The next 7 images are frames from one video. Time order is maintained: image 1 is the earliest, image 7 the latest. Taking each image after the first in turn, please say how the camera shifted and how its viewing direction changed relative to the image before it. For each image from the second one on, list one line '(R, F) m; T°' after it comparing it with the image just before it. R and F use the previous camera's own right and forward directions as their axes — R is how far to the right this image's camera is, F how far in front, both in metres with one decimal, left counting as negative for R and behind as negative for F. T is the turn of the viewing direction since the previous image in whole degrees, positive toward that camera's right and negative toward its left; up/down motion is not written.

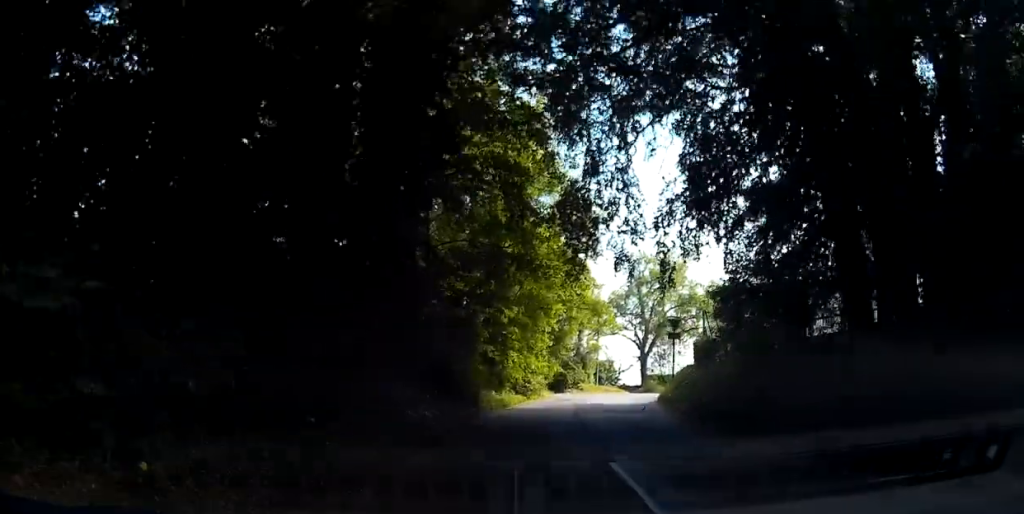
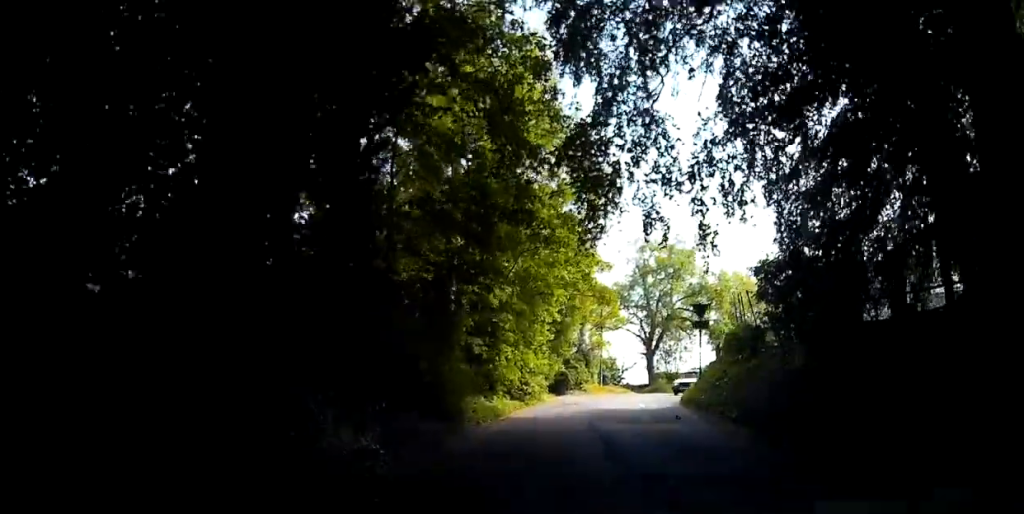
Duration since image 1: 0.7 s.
(-0.3, +5.5) m; -3°
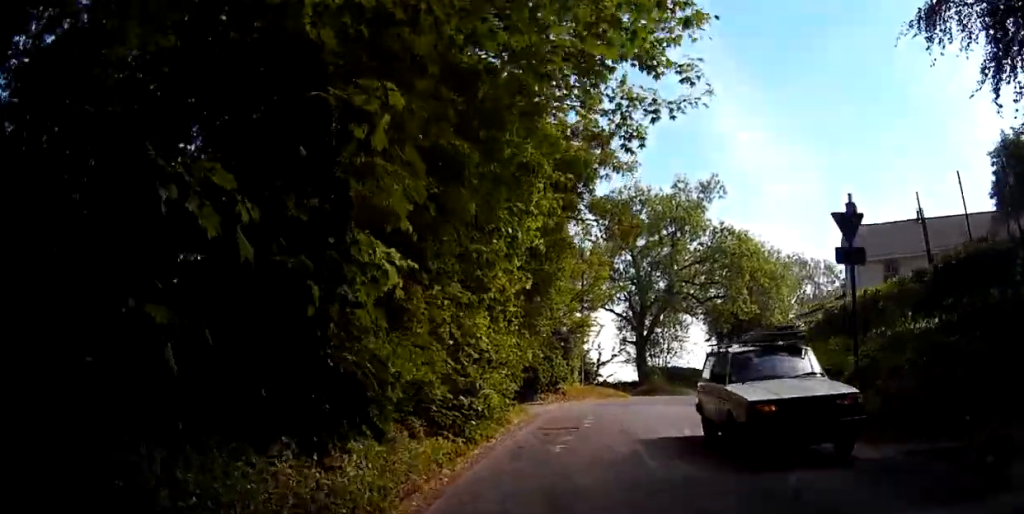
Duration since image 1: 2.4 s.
(+0.9, +15.4) m; +13°
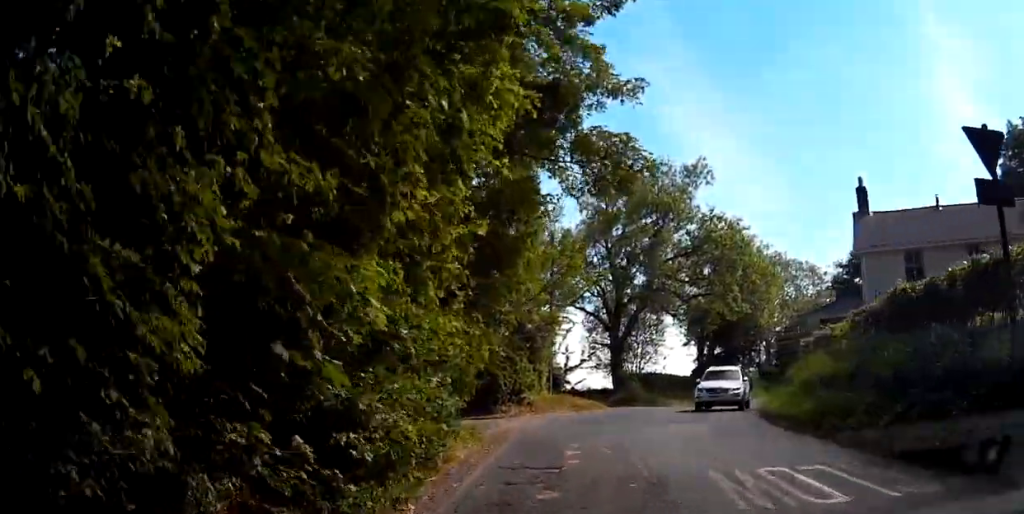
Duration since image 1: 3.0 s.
(+0.2, +5.5) m; +1°
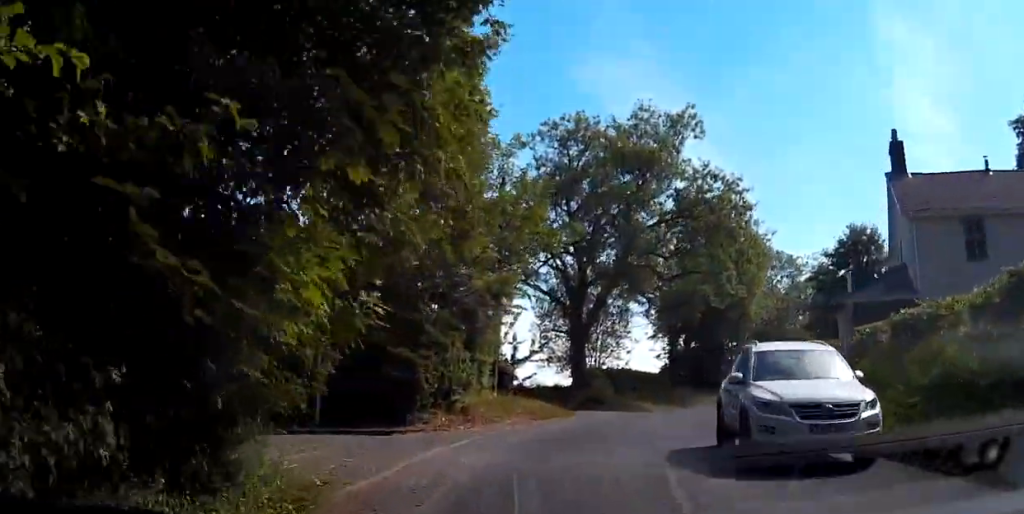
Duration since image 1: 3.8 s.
(+0.1, +7.9) m; +1°
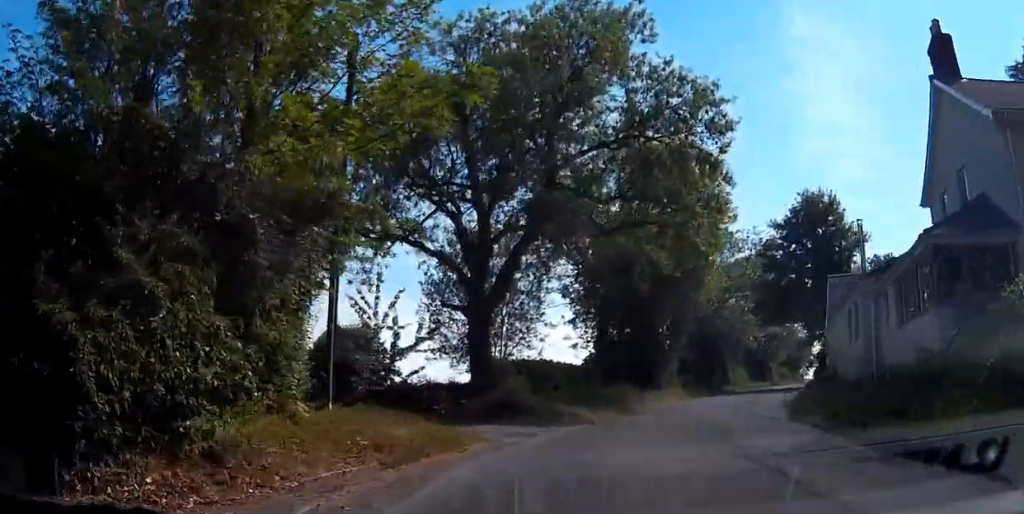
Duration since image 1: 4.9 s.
(0.0, +10.1) m; 0°
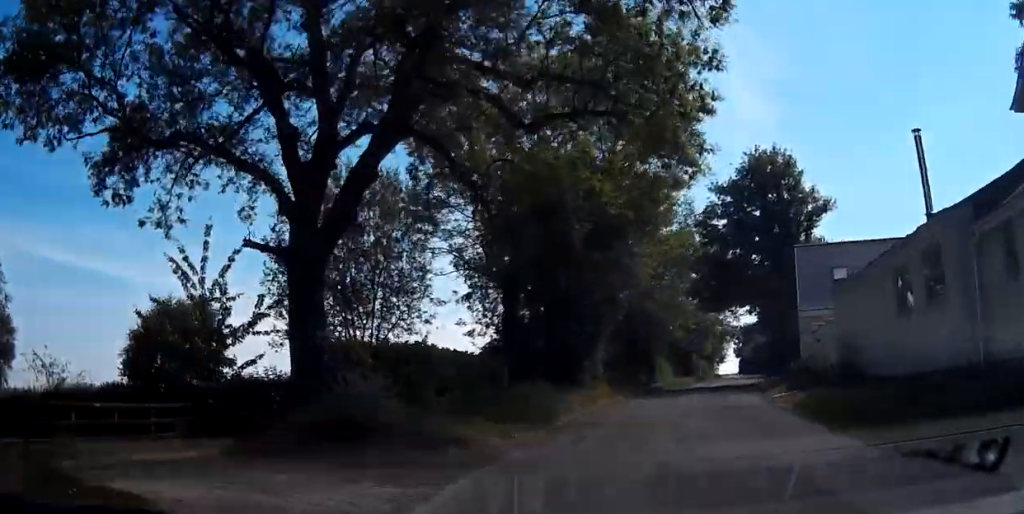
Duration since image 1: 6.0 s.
(0.0, +9.5) m; +7°
